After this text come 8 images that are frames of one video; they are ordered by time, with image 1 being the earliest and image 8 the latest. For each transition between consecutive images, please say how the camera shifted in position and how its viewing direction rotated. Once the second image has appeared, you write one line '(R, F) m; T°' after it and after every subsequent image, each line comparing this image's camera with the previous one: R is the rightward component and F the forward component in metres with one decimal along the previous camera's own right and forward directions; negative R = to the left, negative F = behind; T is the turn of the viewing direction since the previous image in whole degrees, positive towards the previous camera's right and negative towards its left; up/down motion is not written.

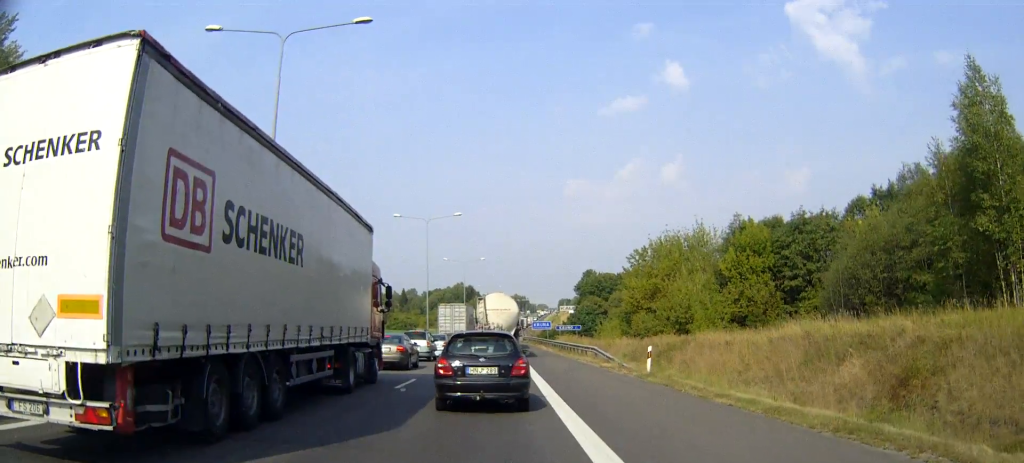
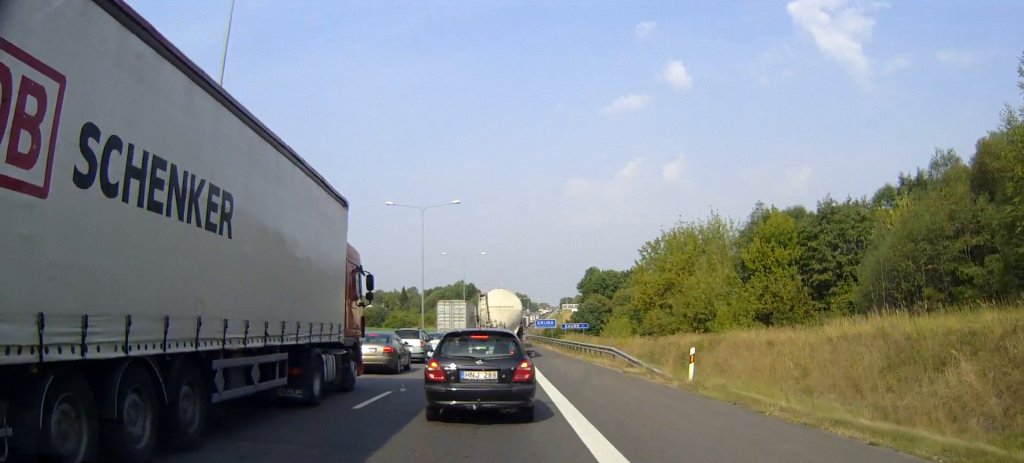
(0.0, +5.1) m; +1°
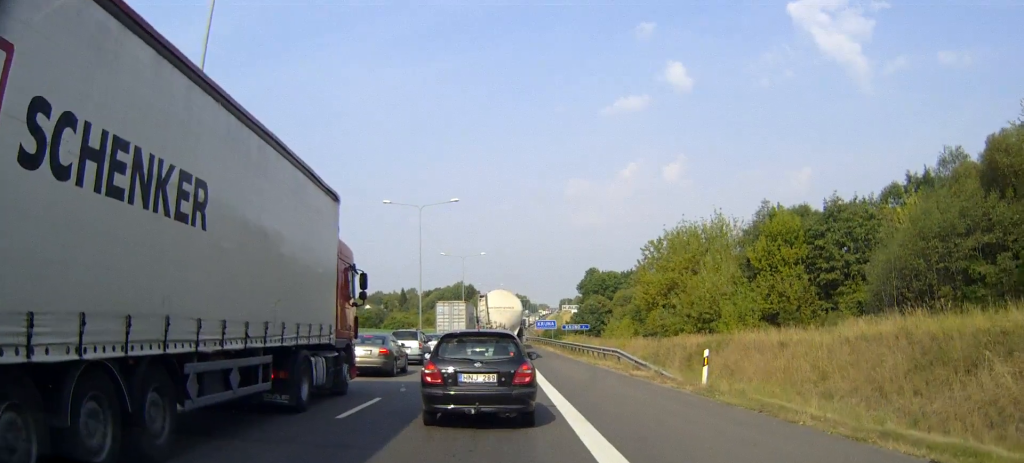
(0.0, +1.3) m; 0°
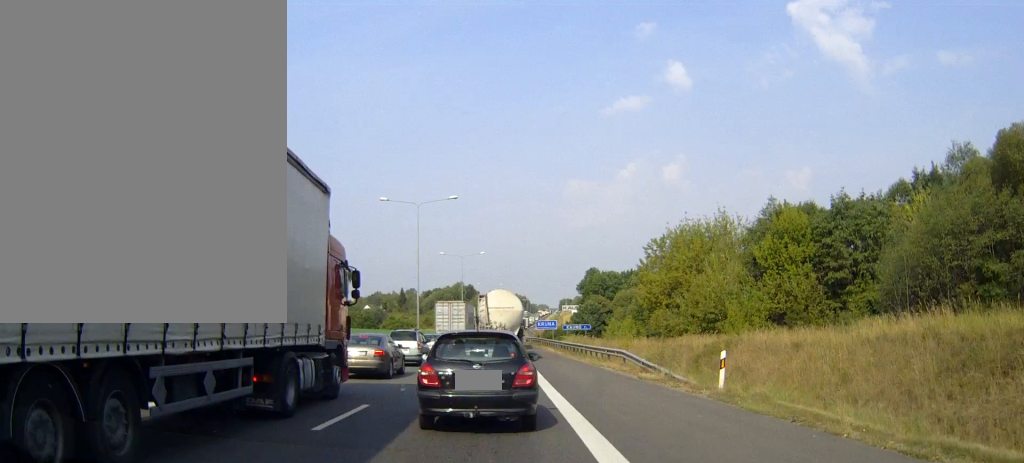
(0.0, +1.4) m; 0°
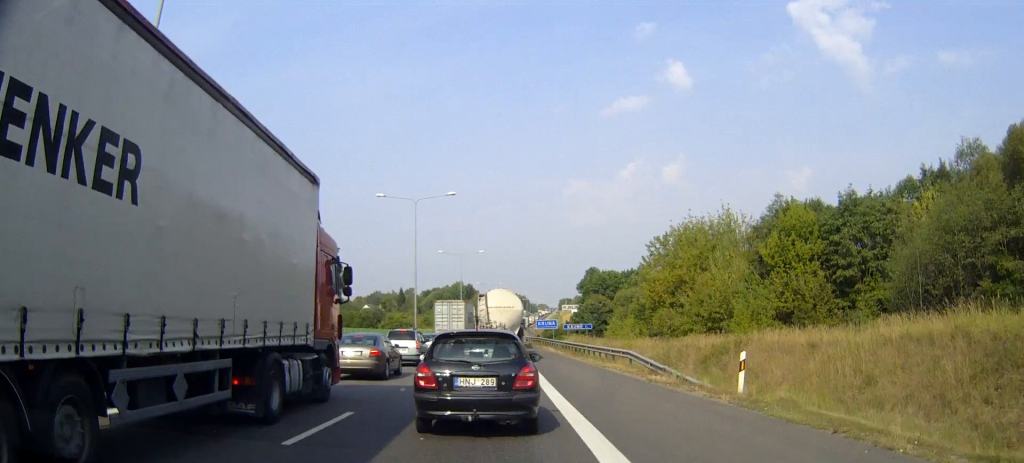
(0.0, +1.3) m; -1°
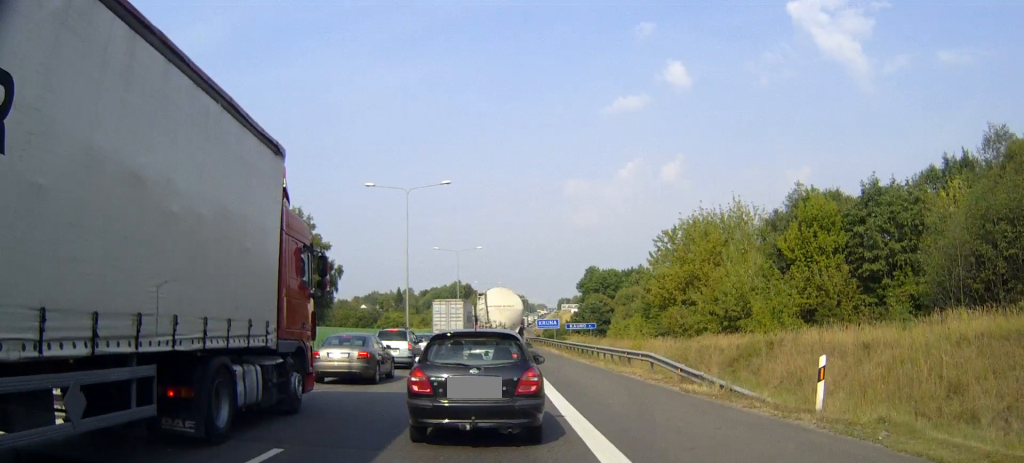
(0.0, +3.9) m; +1°
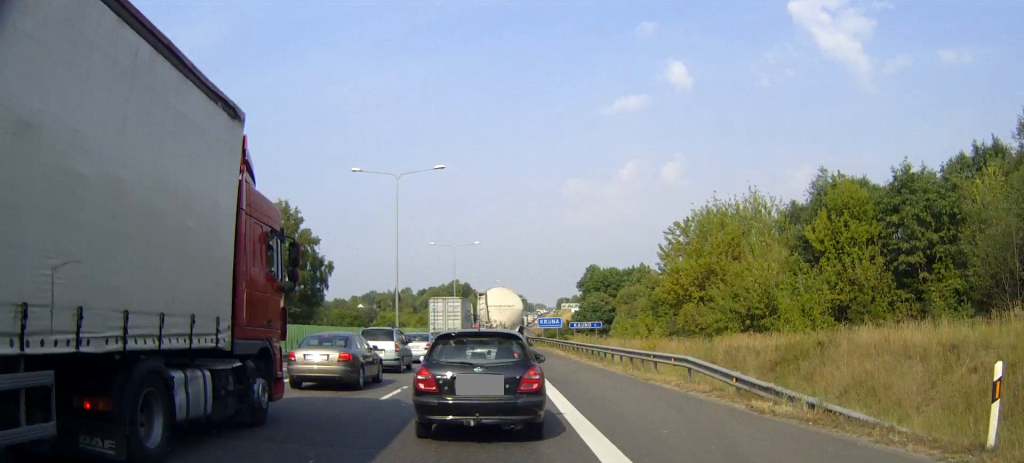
(+0.2, +4.8) m; +2°
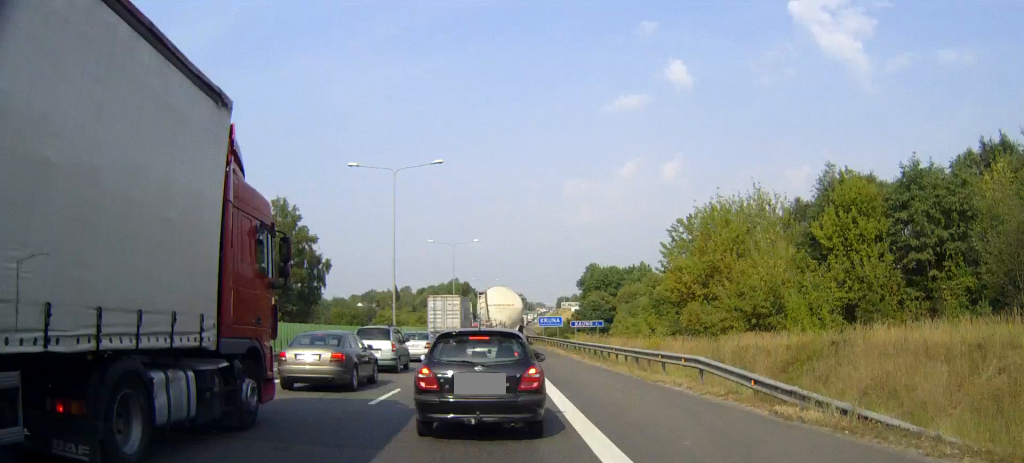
(0.0, +1.1) m; -1°
